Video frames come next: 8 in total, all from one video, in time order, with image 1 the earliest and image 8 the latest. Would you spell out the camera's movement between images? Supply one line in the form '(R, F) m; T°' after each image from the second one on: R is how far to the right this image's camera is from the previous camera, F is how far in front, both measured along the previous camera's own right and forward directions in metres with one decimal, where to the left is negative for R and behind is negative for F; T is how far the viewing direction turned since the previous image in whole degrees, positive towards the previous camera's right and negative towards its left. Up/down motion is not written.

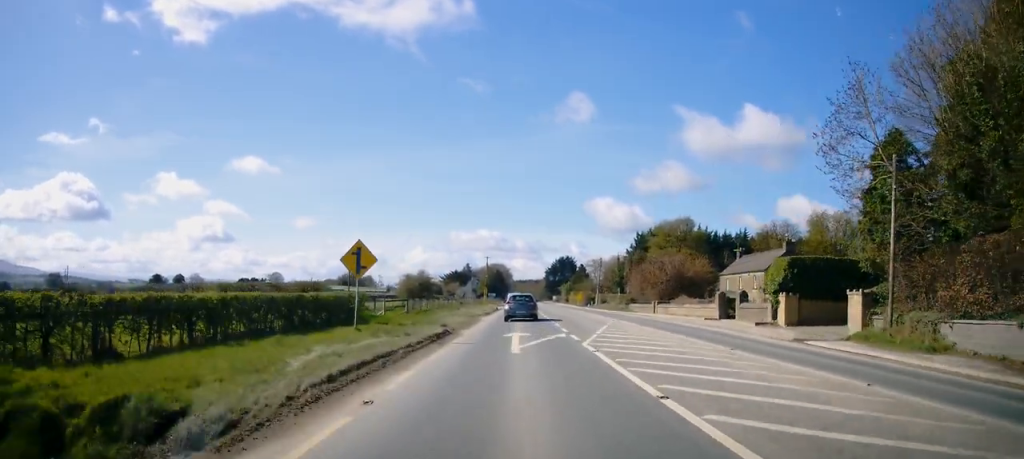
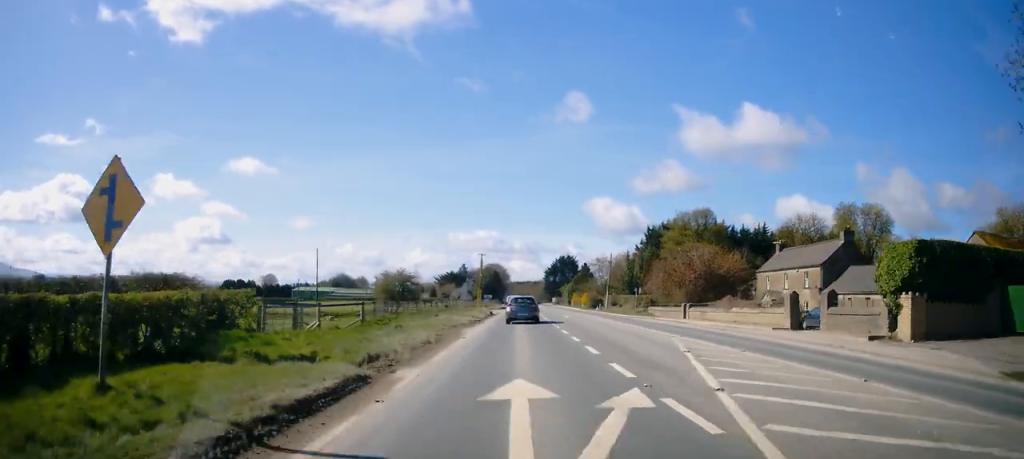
(+0.1, +12.0) m; 0°
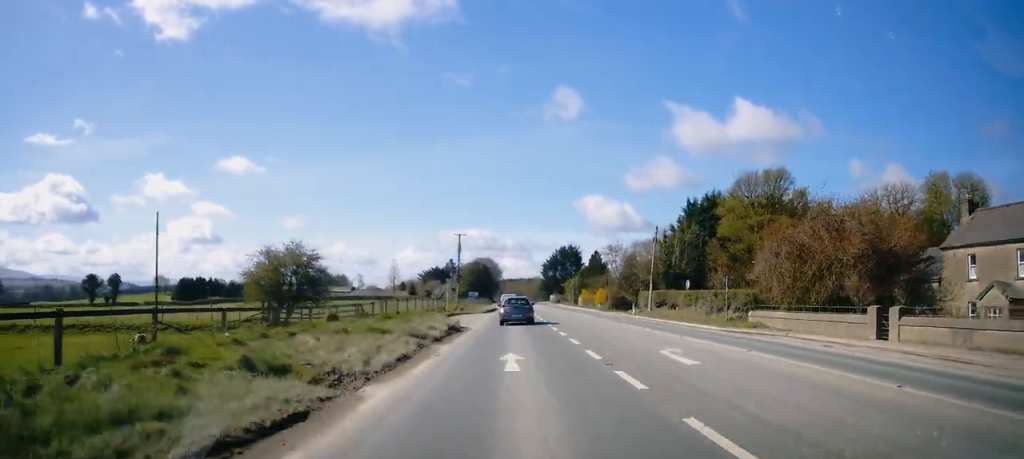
(-0.1, +29.9) m; -1°
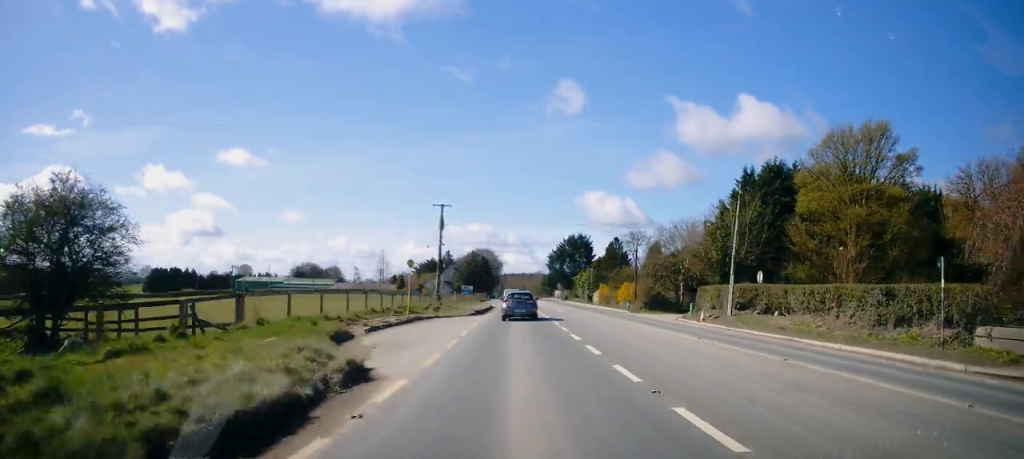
(-0.1, +19.9) m; +1°
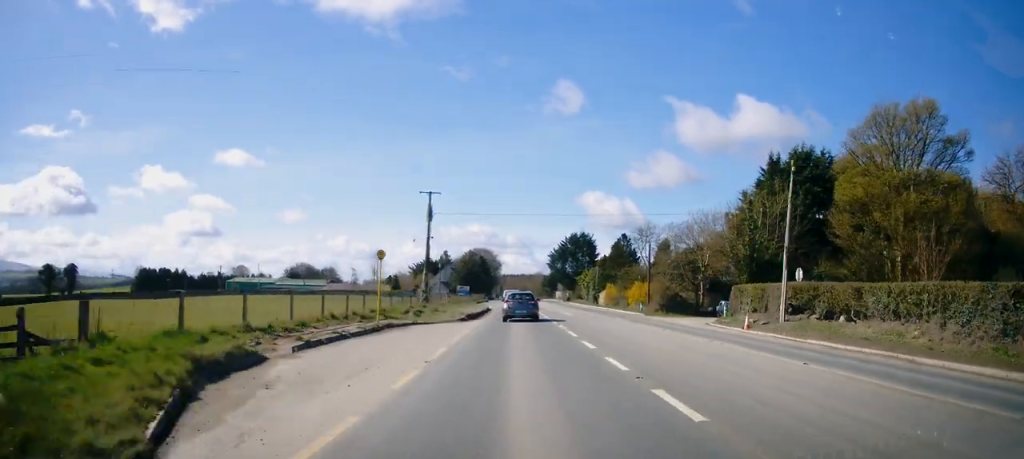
(+0.2, +7.0) m; 0°
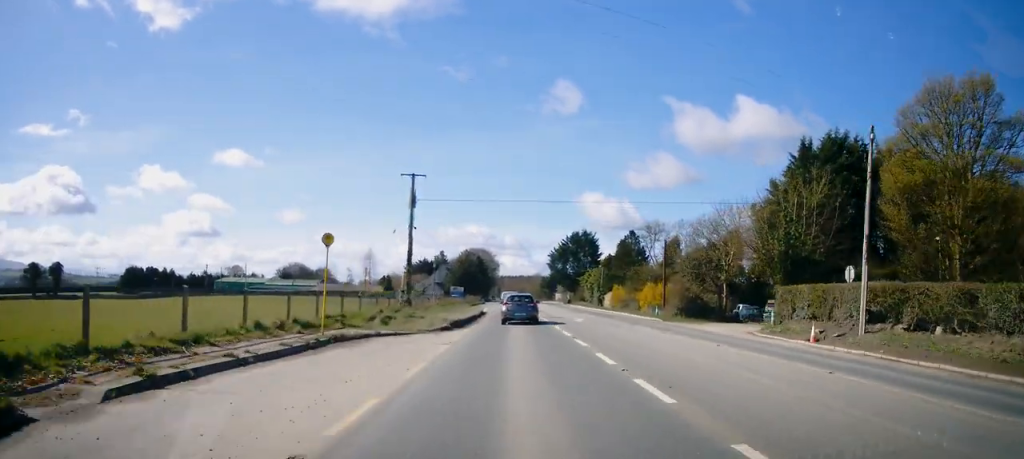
(+0.1, +7.0) m; 0°
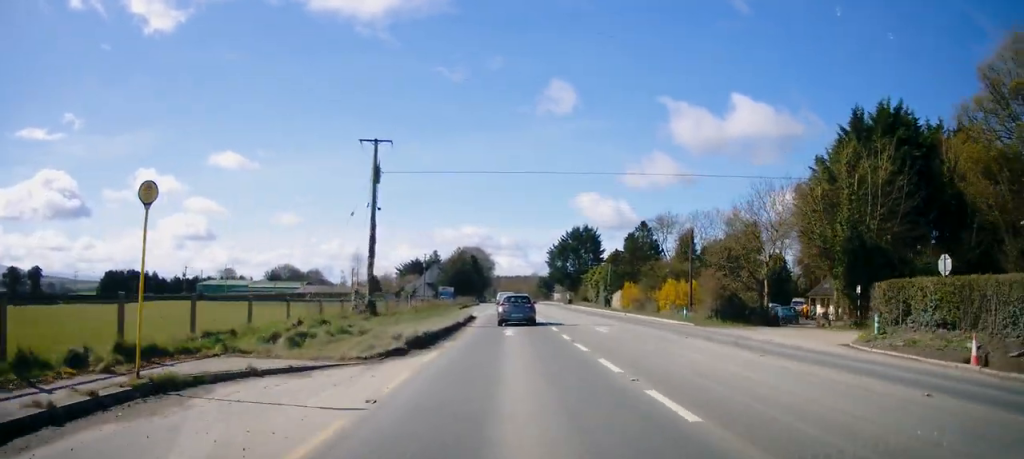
(-0.1, +9.2) m; 0°
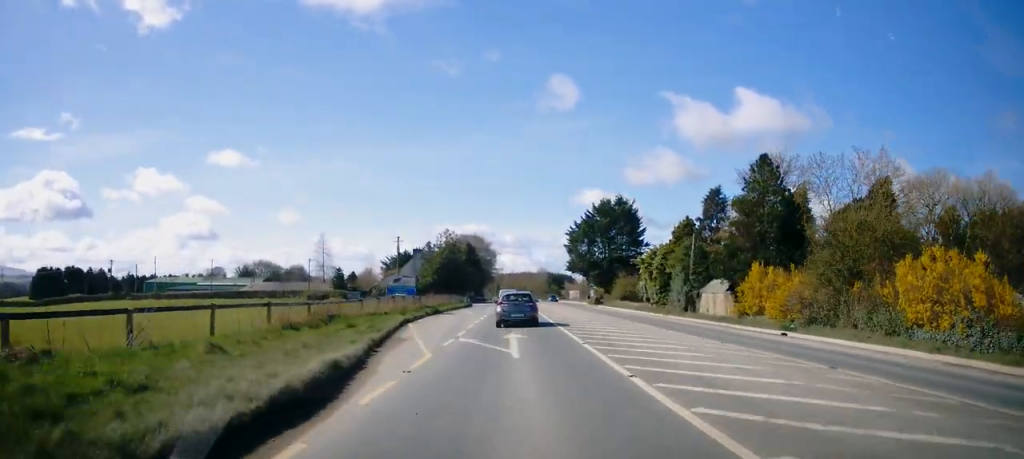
(-0.5, +33.2) m; -1°
